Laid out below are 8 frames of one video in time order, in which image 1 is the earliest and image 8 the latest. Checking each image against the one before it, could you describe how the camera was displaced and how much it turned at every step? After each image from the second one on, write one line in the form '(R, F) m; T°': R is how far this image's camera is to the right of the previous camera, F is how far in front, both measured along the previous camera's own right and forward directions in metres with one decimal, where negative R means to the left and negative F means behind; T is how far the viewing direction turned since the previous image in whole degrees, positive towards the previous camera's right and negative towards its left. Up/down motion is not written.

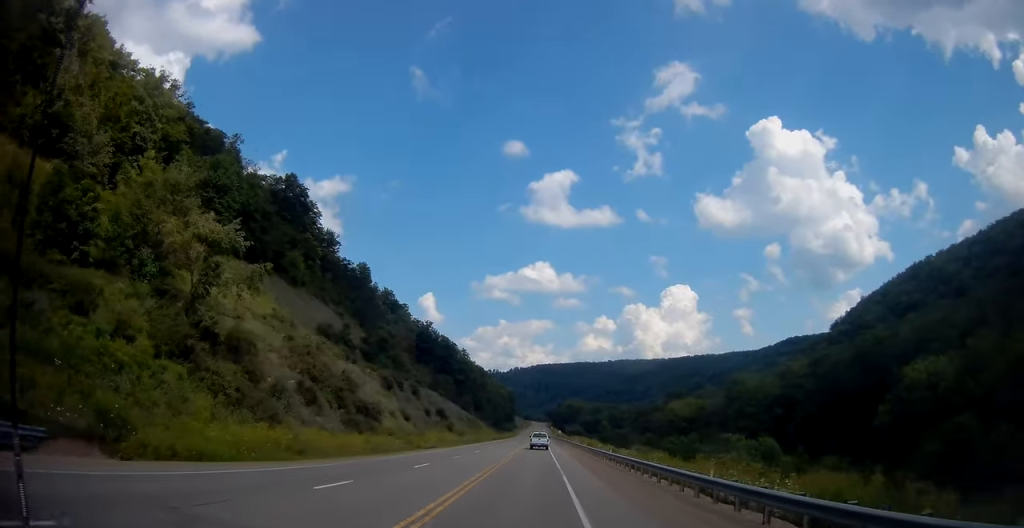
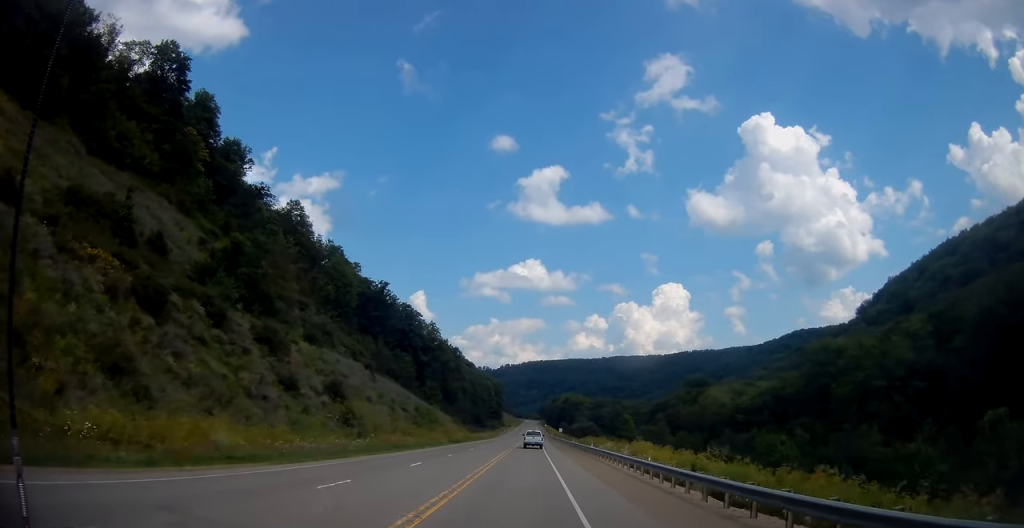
(+0.4, +60.4) m; 0°
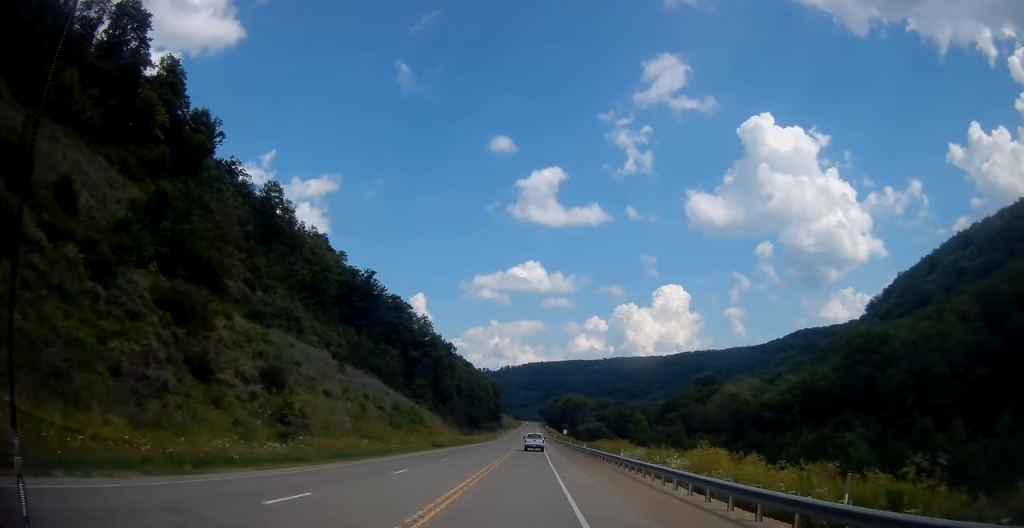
(-0.1, +15.5) m; +1°
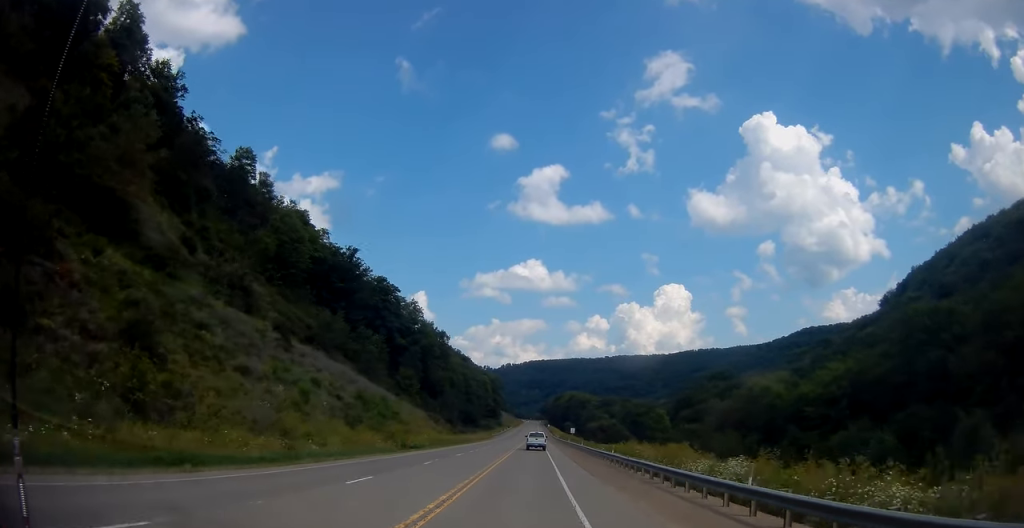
(+0.3, +18.6) m; 0°
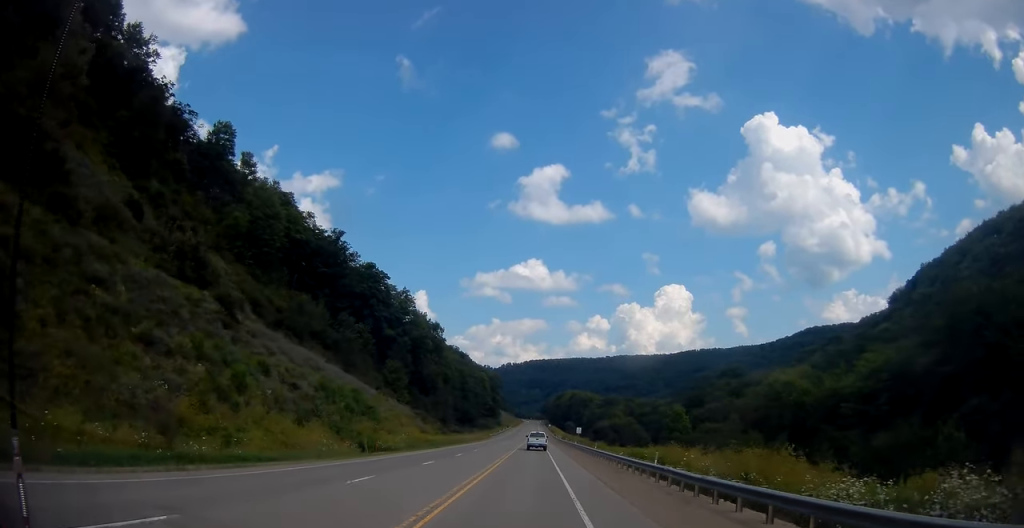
(0.0, +12.4) m; 0°
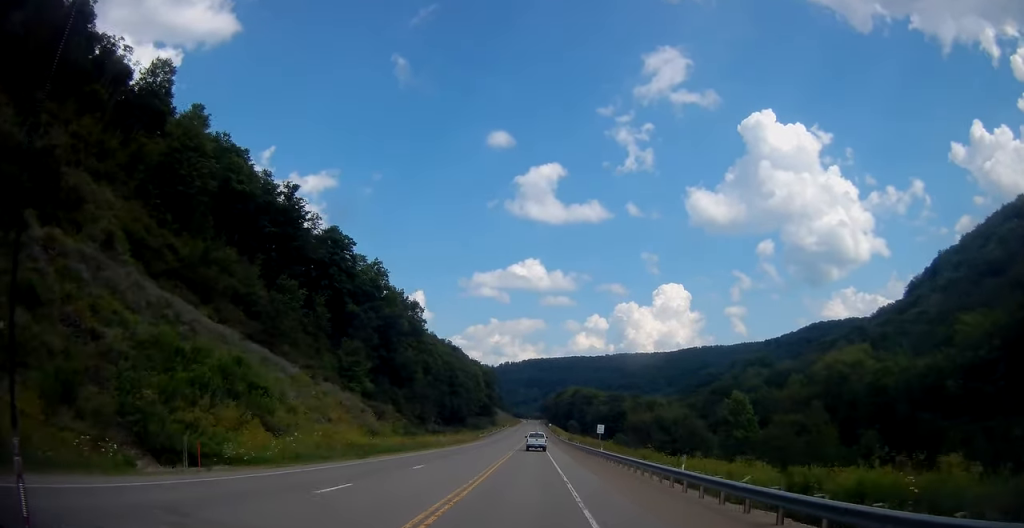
(-0.3, +27.1) m; -1°
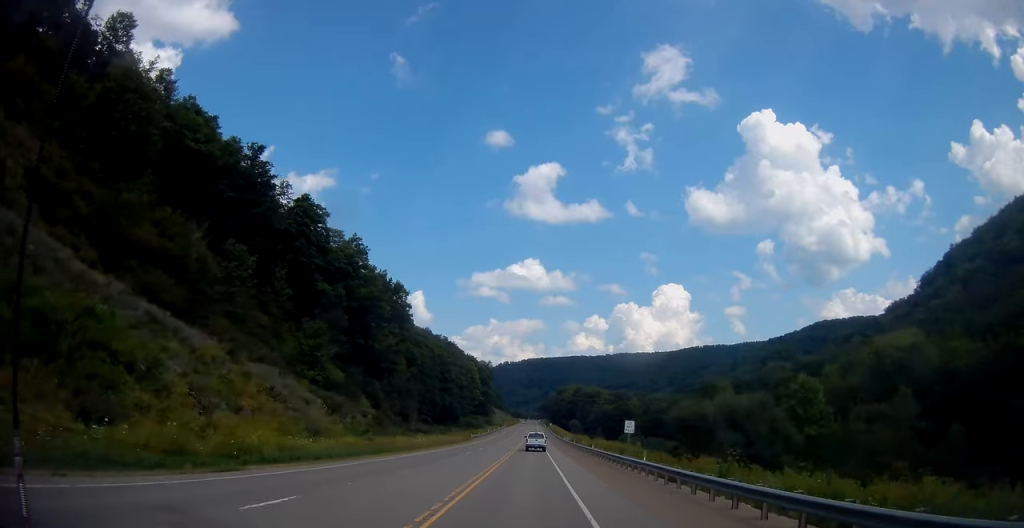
(0.0, +16.2) m; 0°
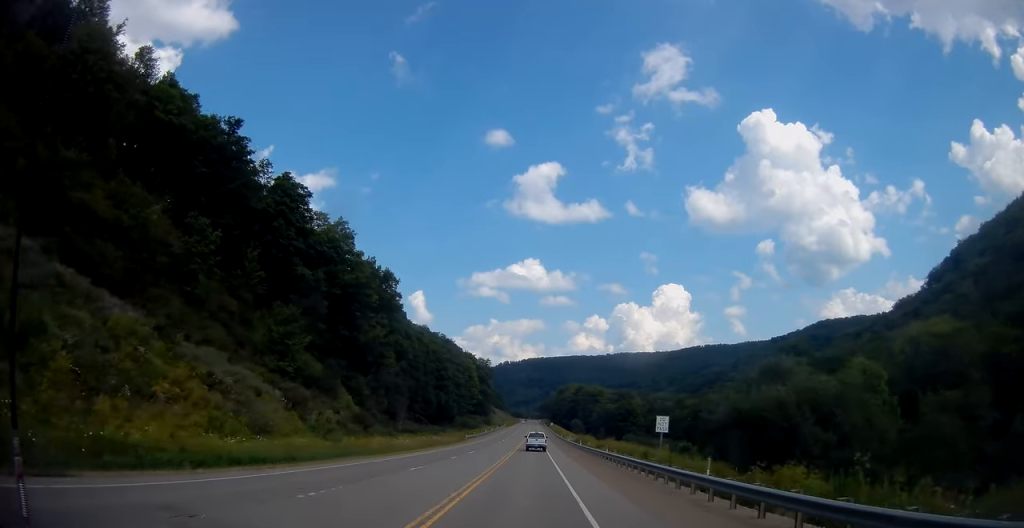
(0.0, +9.3) m; 0°
